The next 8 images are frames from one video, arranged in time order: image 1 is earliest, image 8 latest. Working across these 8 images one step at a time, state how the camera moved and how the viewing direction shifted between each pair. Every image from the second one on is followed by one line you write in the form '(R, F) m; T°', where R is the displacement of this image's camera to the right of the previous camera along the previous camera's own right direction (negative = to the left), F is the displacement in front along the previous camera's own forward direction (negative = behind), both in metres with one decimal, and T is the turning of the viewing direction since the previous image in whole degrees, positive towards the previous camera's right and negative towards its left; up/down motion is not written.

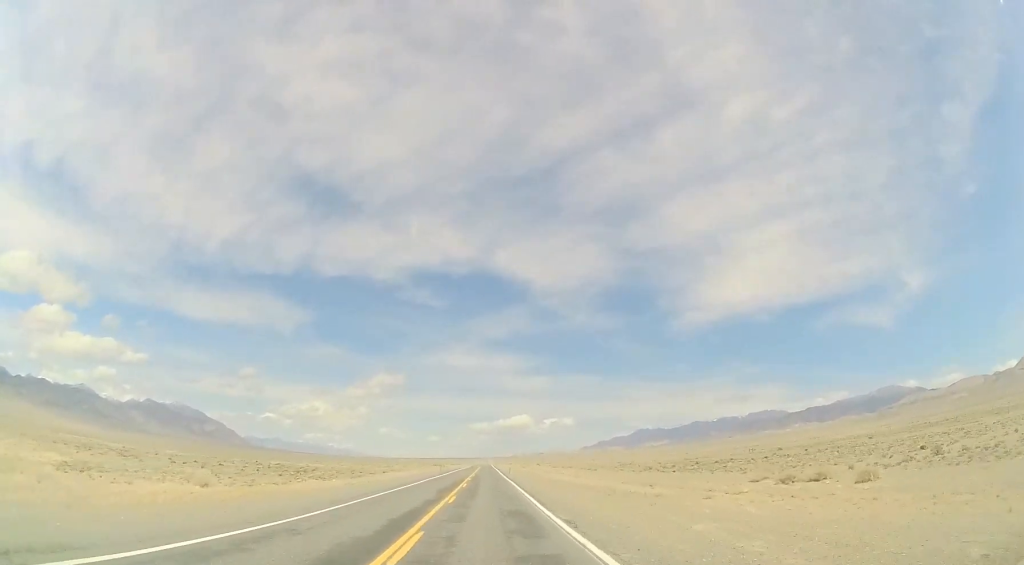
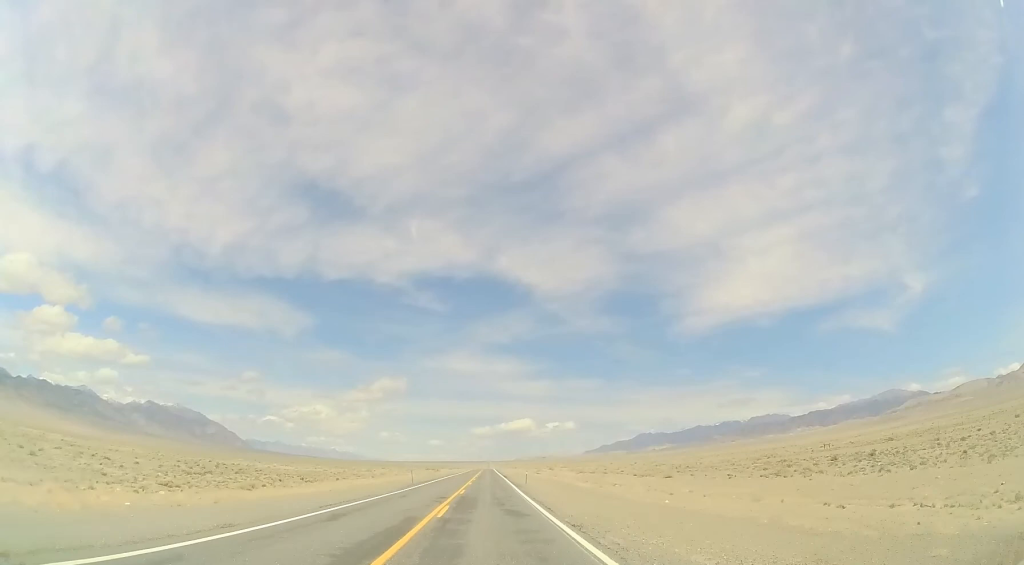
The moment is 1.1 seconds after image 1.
(+0.3, +31.7) m; +1°
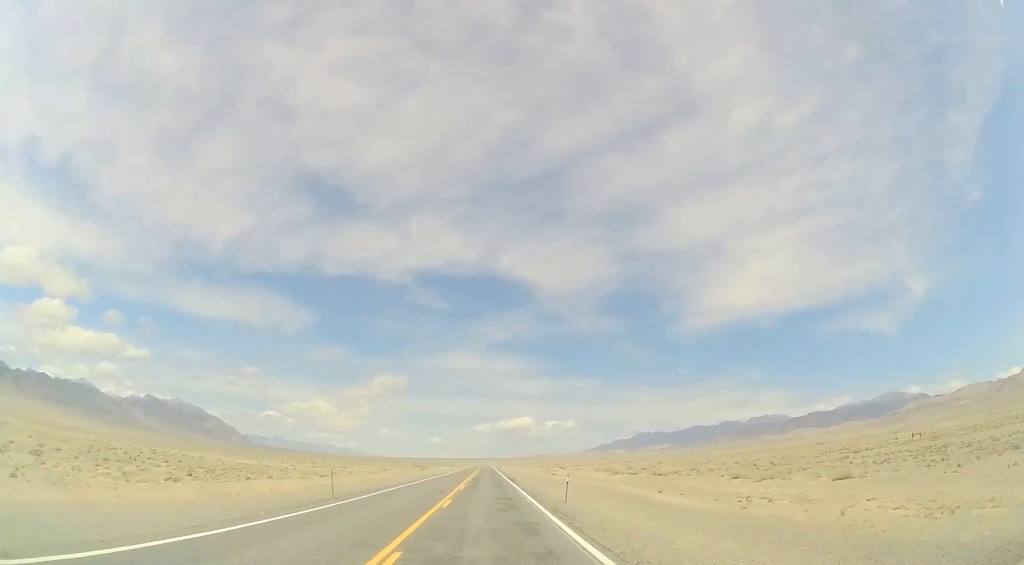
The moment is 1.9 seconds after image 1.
(0.0, +25.9) m; 0°
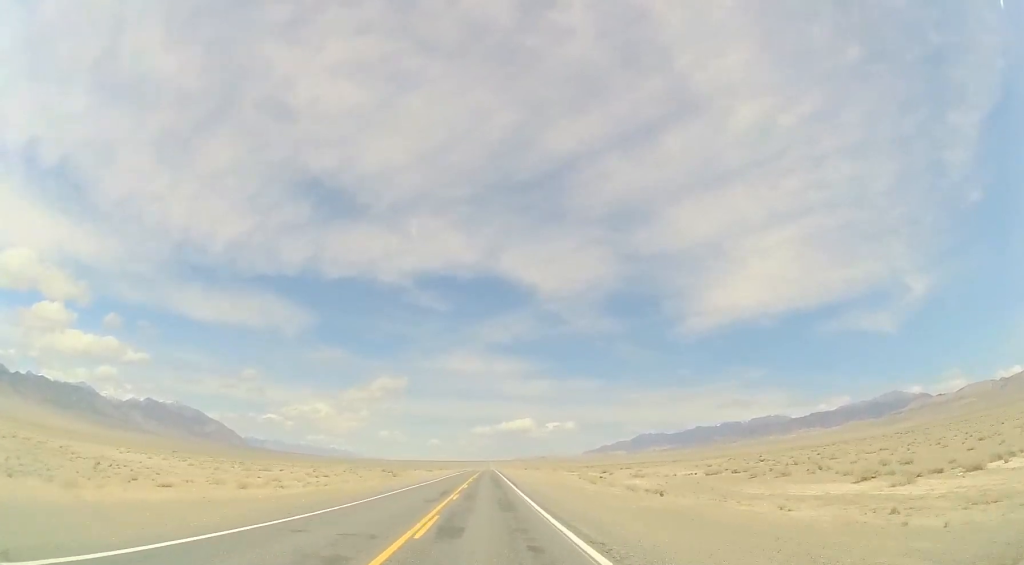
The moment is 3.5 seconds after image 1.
(-0.1, +48.1) m; 0°
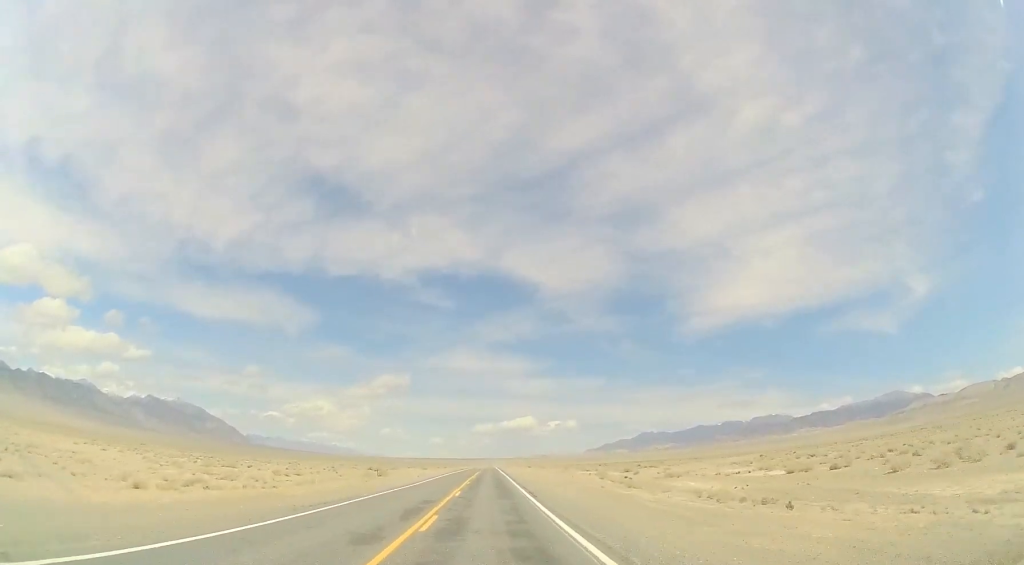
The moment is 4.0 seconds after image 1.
(+0.1, +13.1) m; 0°
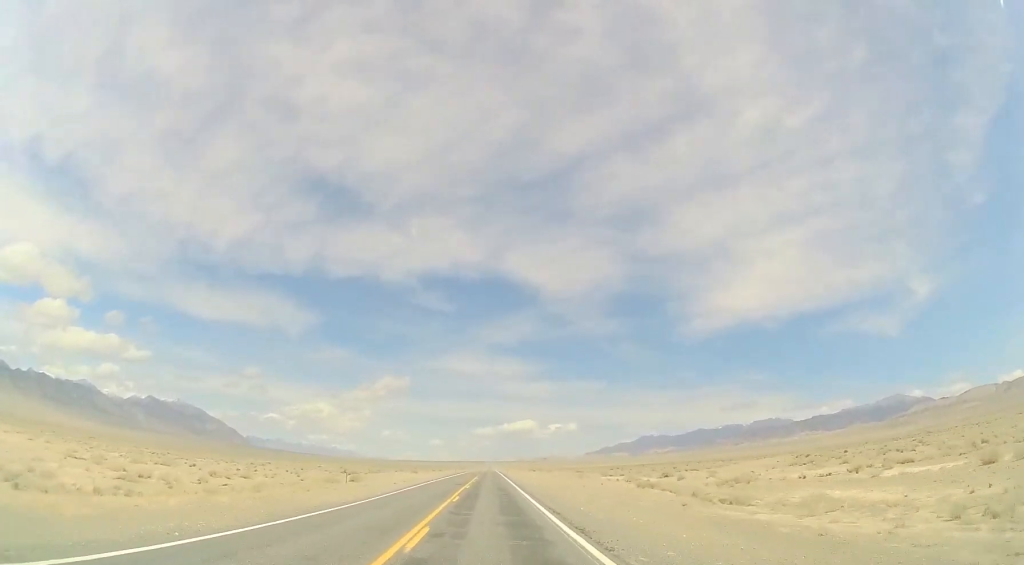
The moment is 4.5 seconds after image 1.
(-0.2, +16.1) m; 0°
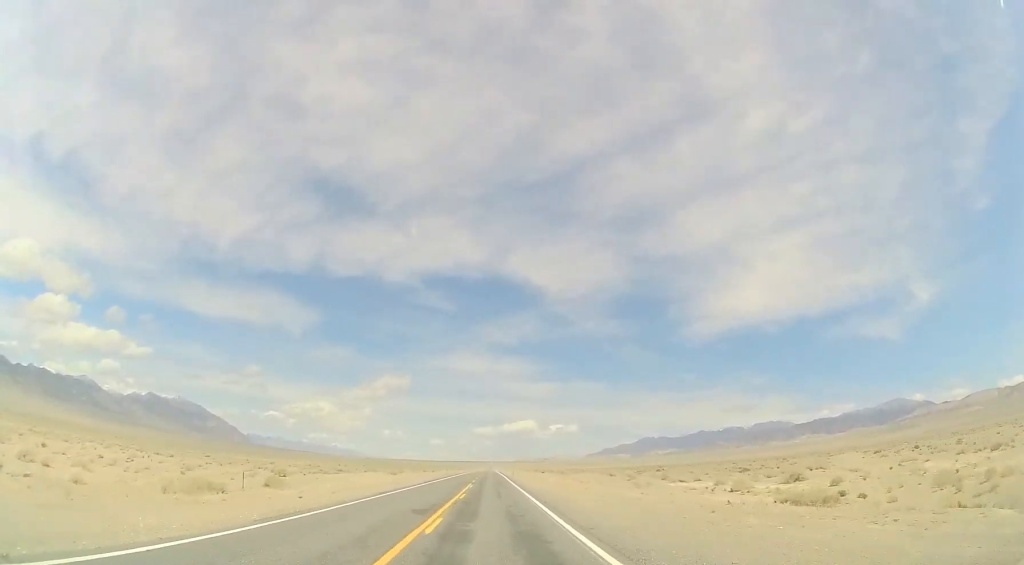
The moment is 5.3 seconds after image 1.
(0.0, +25.2) m; 0°
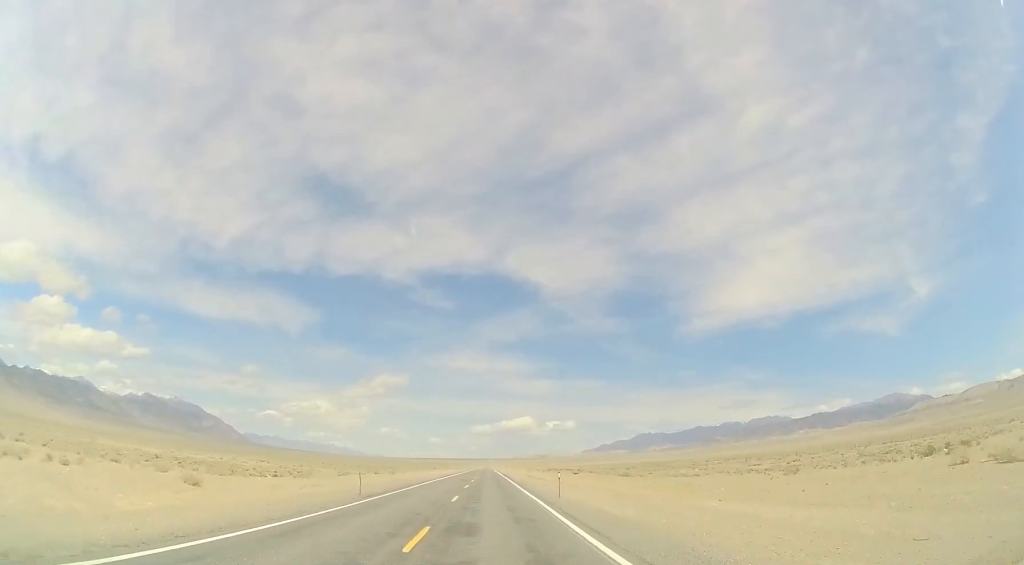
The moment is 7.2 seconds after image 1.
(+0.3, +56.9) m; 0°
